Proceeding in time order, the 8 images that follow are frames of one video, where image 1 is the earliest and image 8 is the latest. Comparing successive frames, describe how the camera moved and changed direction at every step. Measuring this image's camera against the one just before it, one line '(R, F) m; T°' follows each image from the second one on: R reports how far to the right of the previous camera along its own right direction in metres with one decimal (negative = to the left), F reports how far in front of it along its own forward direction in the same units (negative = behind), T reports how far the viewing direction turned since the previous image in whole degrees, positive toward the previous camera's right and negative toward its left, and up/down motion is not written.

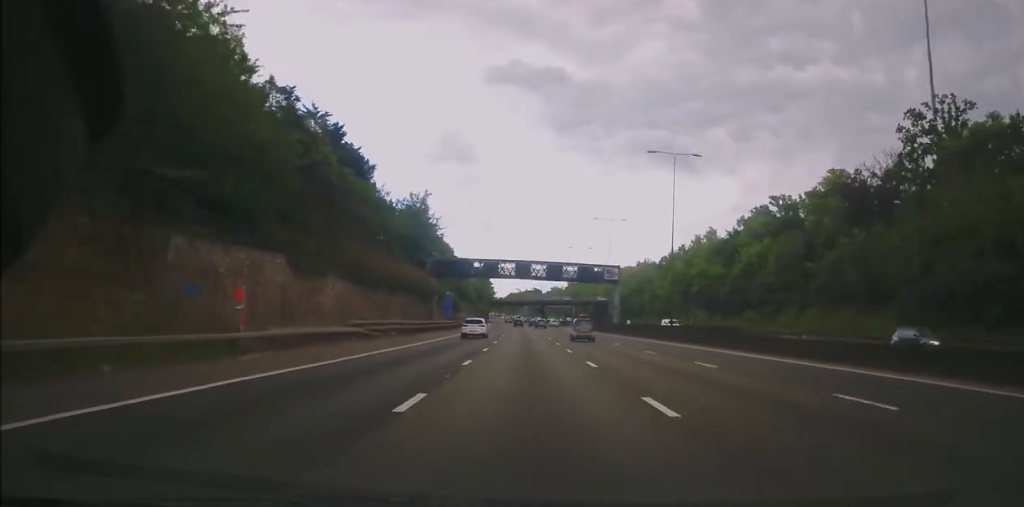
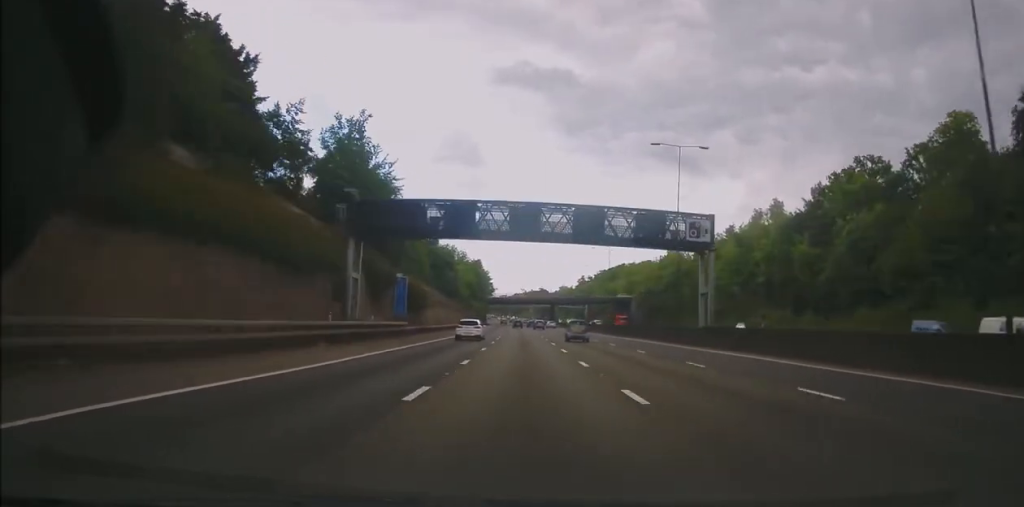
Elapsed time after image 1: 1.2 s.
(+0.1, +35.4) m; 0°
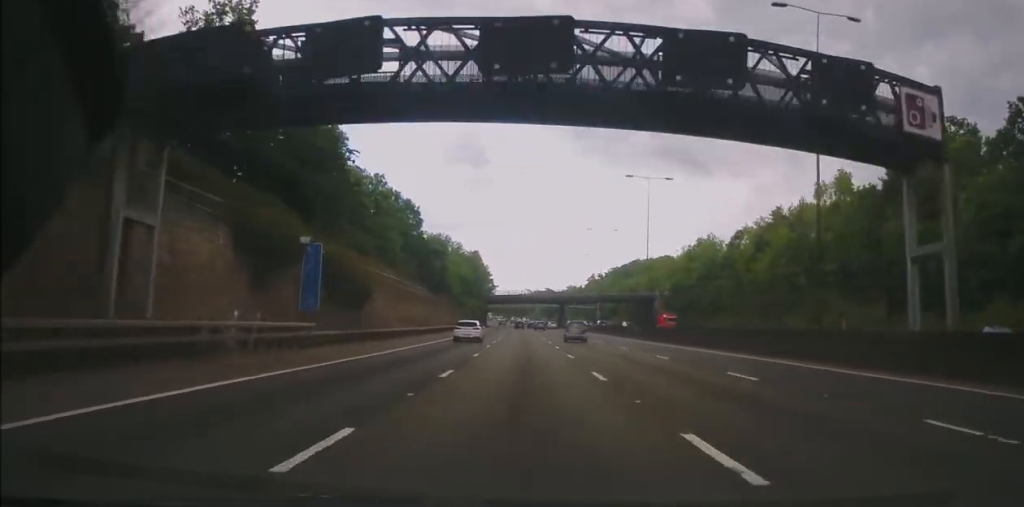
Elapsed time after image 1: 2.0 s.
(-0.2, +22.6) m; -1°
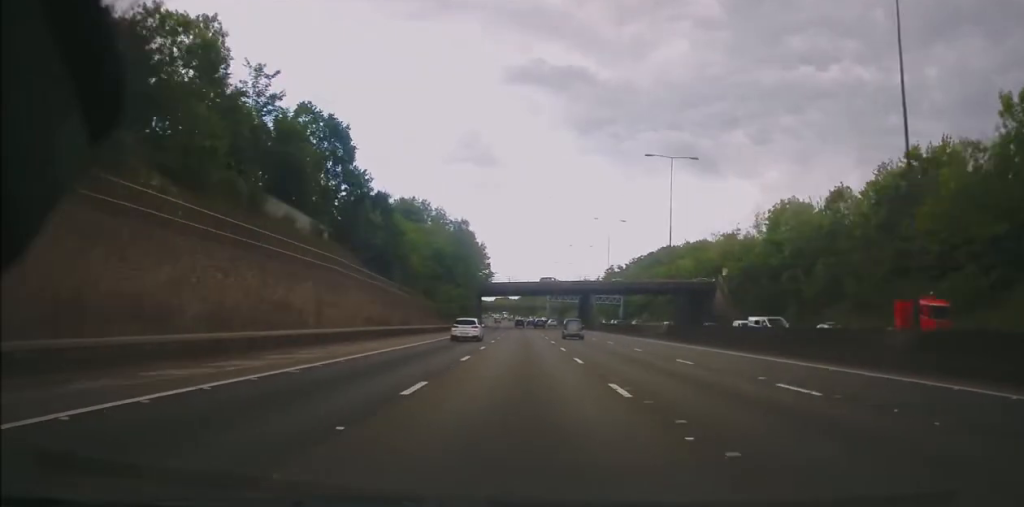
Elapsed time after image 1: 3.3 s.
(-0.8, +39.4) m; -1°
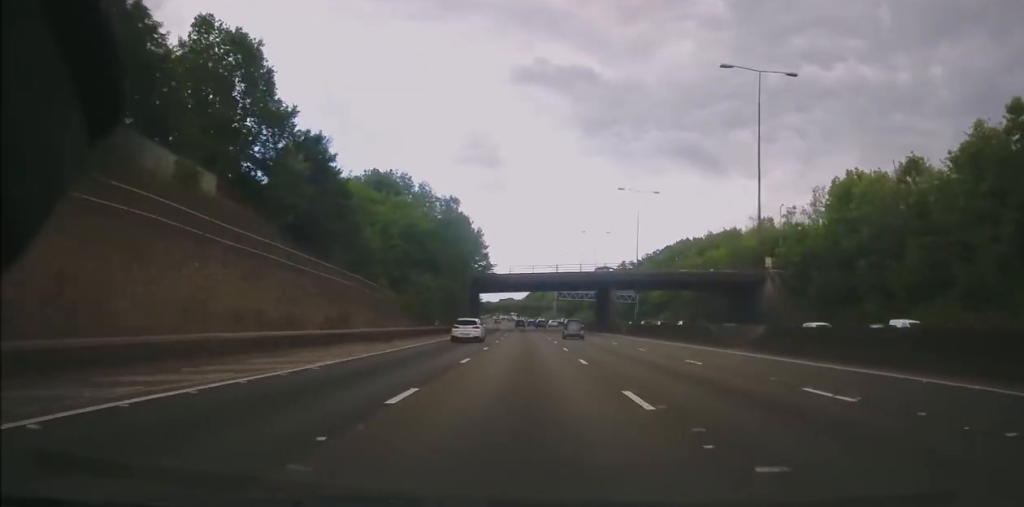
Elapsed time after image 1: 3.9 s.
(0.0, +18.5) m; 0°
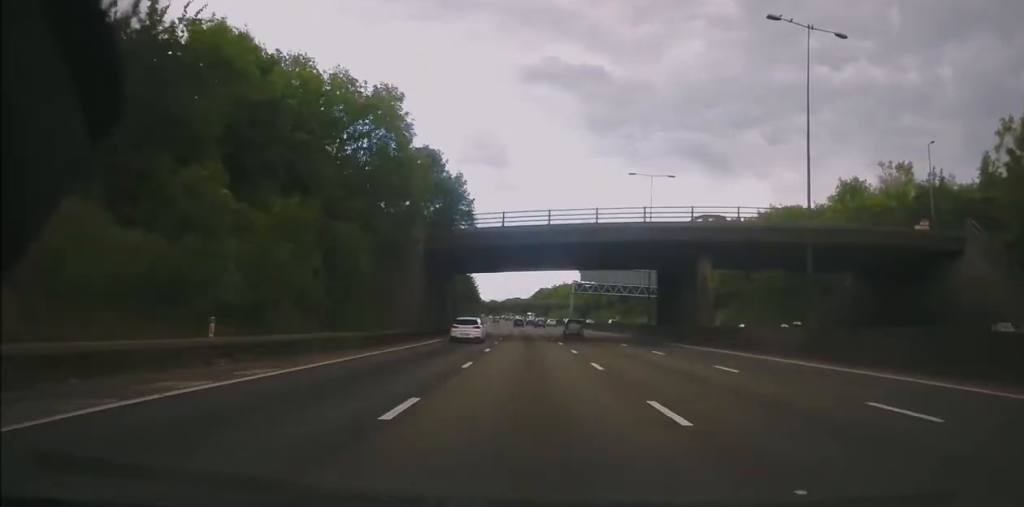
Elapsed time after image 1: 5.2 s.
(0.0, +37.5) m; -1°
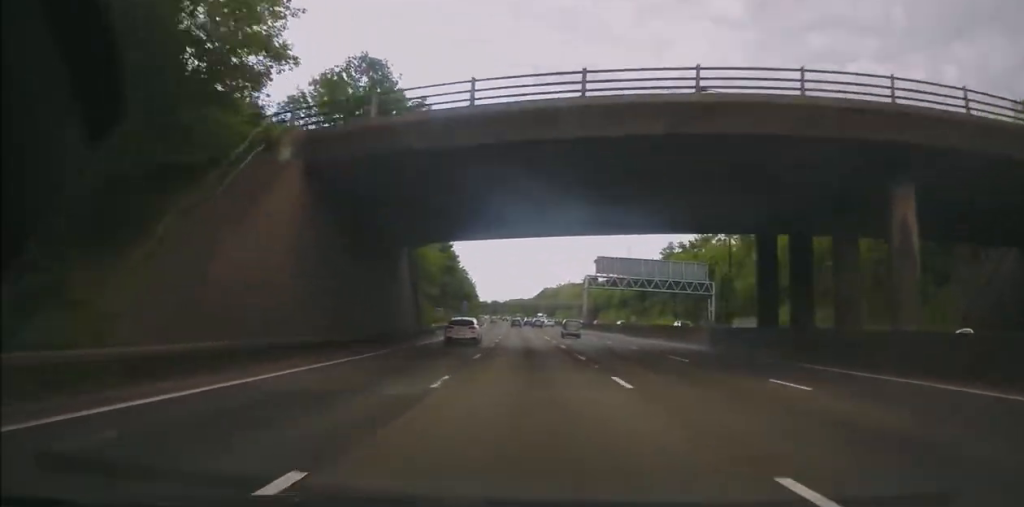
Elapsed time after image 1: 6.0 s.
(-0.3, +22.0) m; 0°
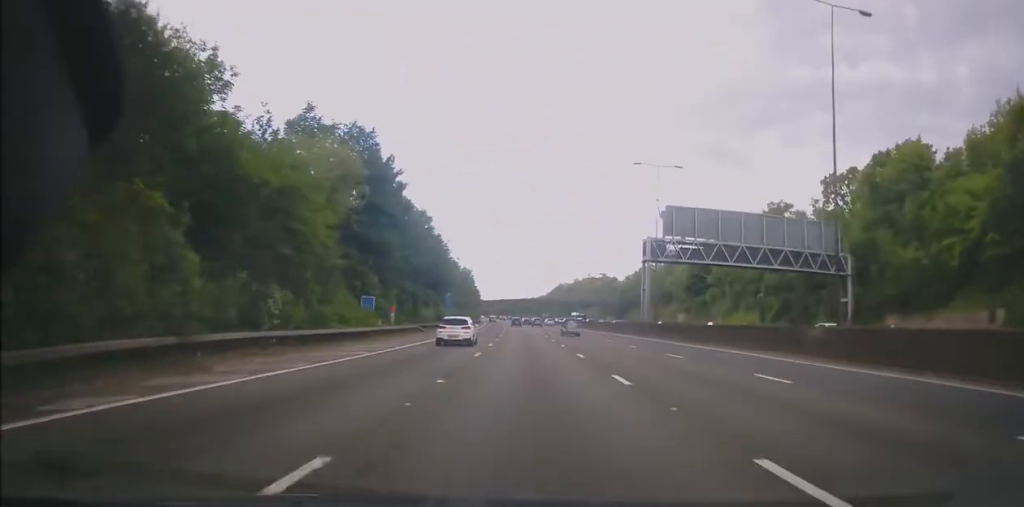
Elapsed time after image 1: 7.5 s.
(+0.6, +42.6) m; +1°
